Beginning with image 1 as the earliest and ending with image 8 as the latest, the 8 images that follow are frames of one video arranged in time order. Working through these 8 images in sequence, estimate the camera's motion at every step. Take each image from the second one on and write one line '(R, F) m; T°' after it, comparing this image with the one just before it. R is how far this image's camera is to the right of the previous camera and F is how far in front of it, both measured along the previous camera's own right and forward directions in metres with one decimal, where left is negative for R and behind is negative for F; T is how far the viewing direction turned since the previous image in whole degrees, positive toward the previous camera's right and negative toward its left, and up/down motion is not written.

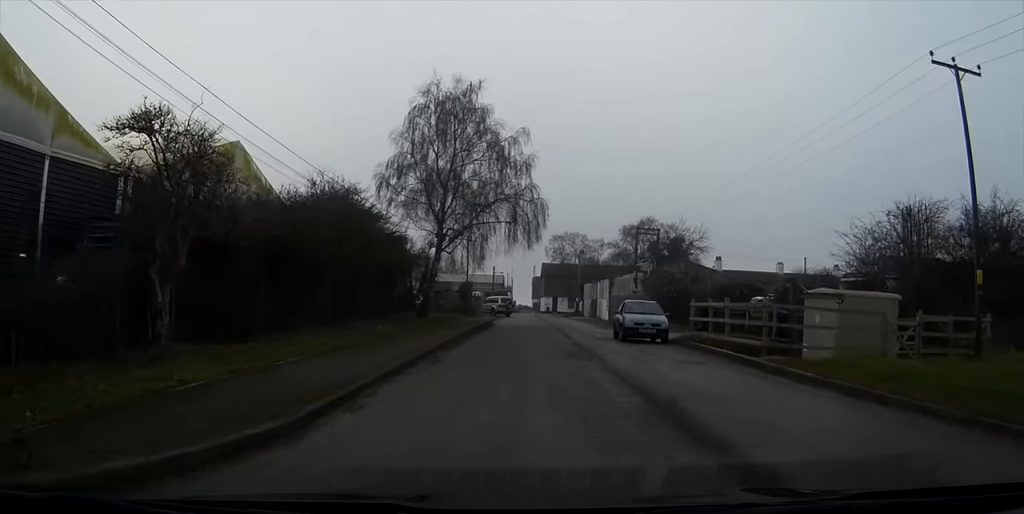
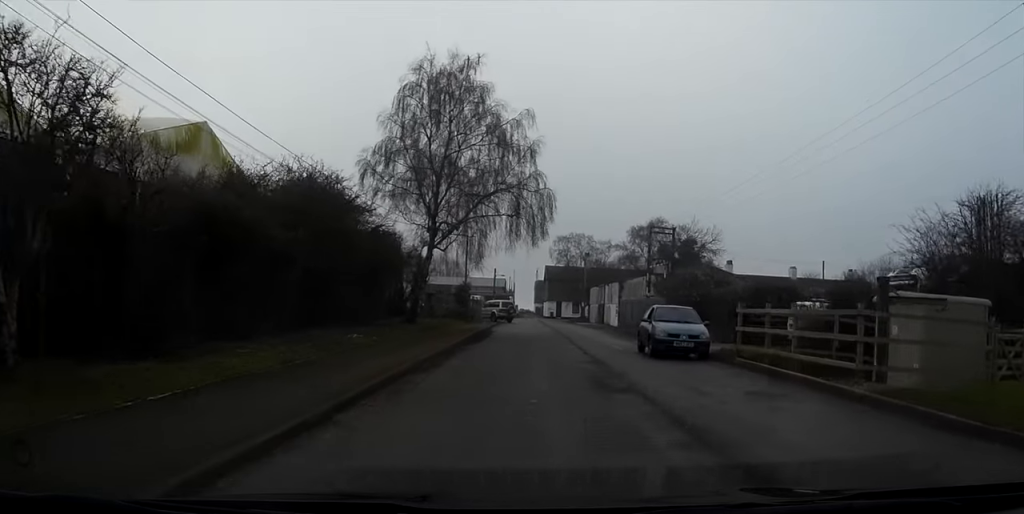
(0.0, +4.6) m; +1°
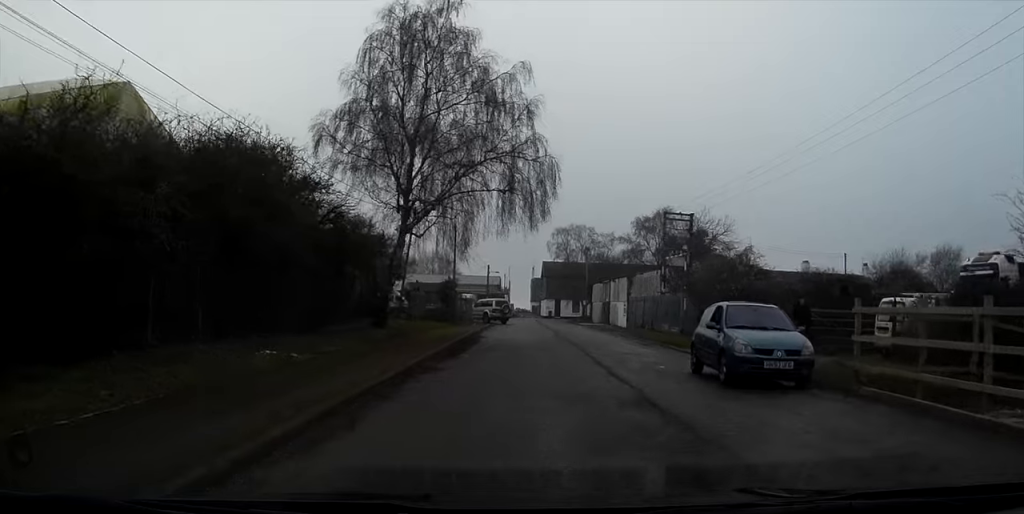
(+0.1, +7.8) m; +1°
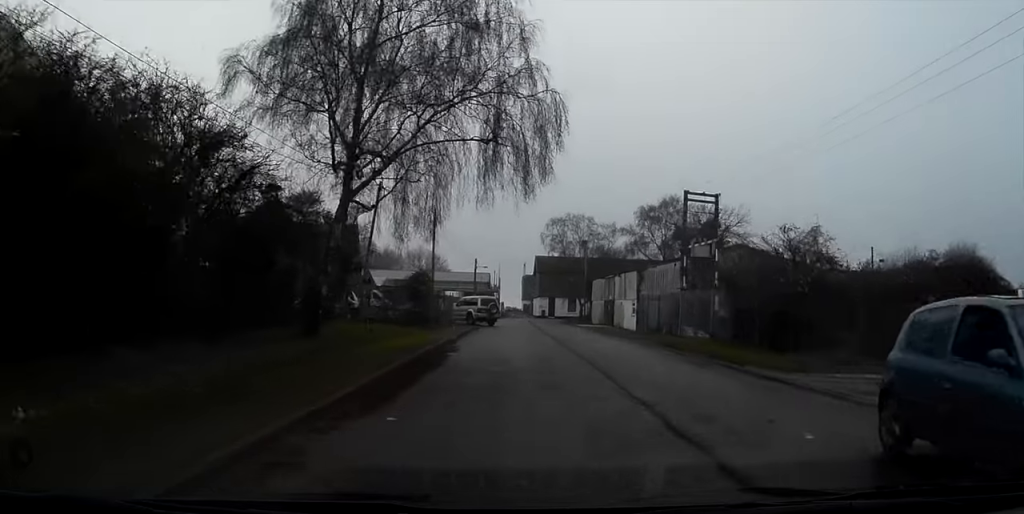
(+0.1, +8.2) m; +2°
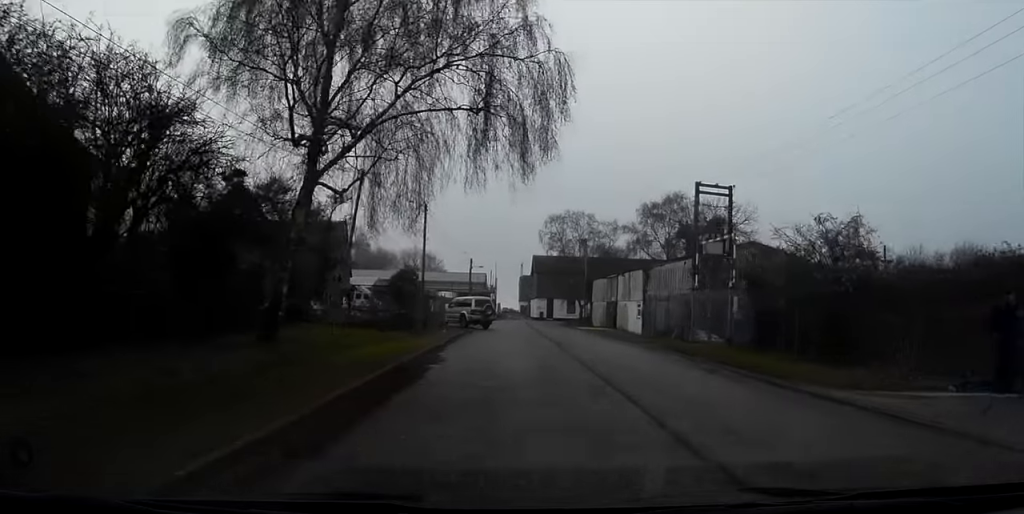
(0.0, +3.1) m; 0°
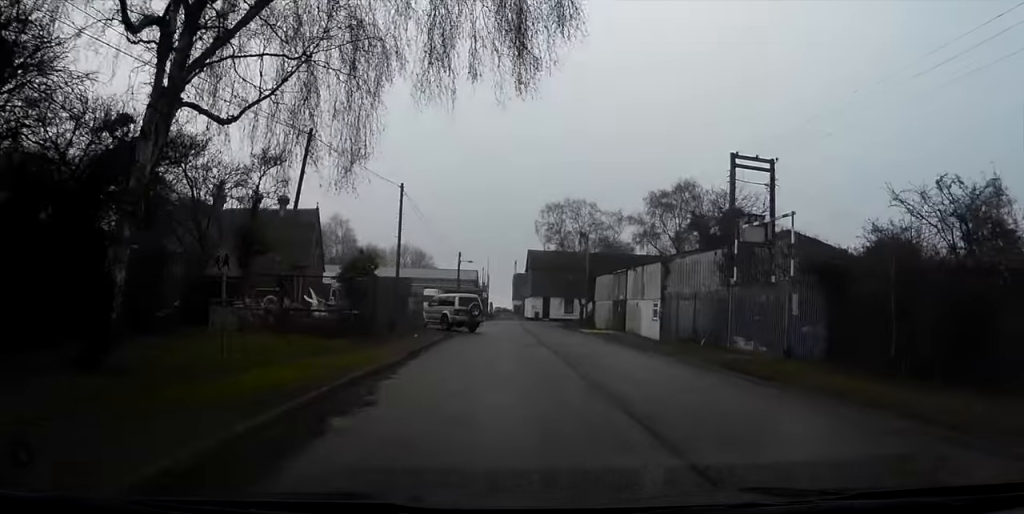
(0.0, +7.3) m; 0°
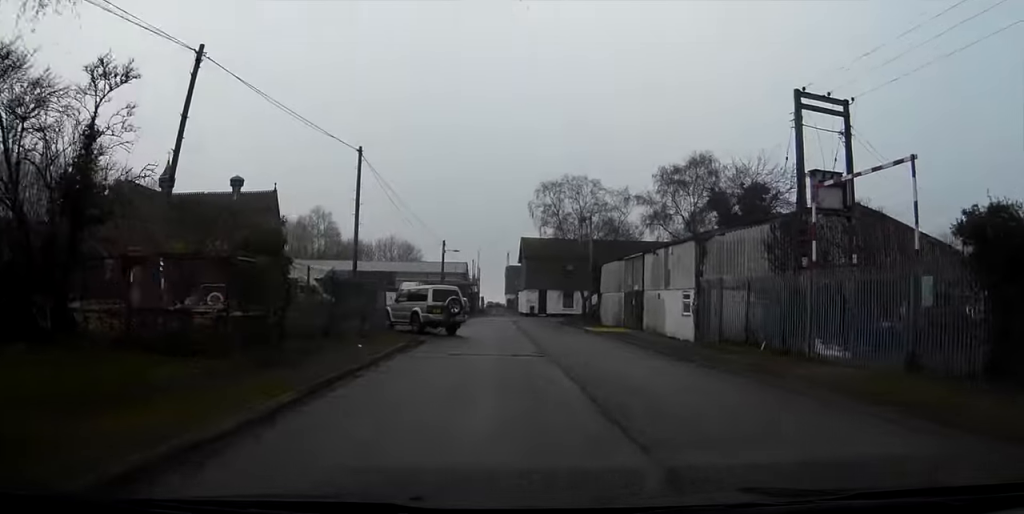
(+0.2, +7.1) m; +3°
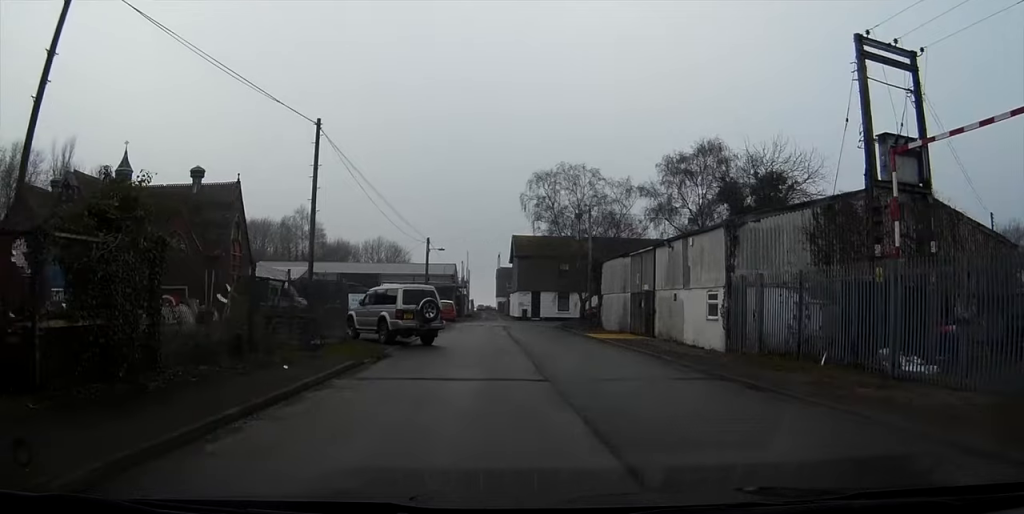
(0.0, +5.4) m; 0°
